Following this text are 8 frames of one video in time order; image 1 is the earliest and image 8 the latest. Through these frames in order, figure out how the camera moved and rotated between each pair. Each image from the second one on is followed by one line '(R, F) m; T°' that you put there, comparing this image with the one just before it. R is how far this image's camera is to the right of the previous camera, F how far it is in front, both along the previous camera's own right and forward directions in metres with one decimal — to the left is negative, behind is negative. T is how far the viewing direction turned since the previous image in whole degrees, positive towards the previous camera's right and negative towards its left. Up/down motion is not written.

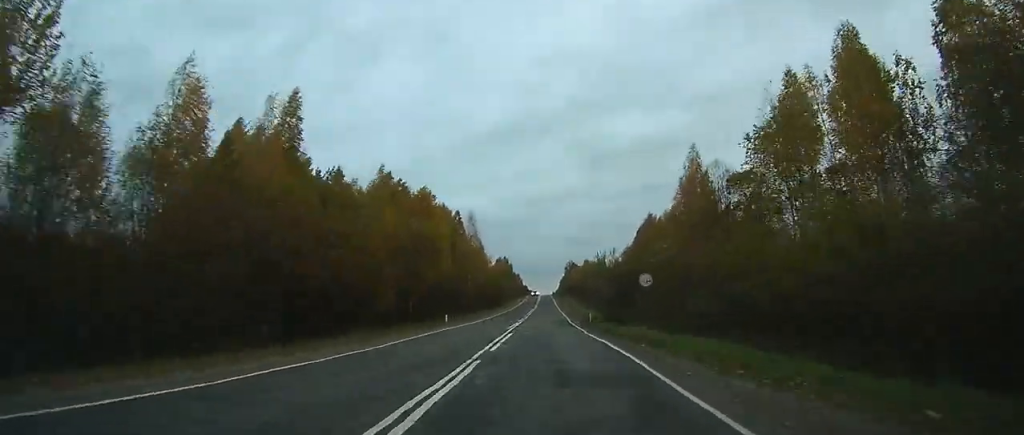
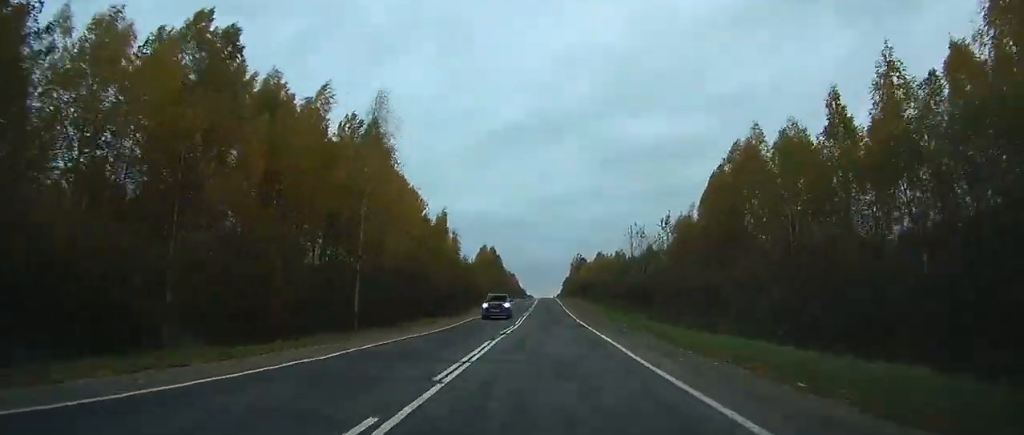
(0.0, +58.0) m; 0°
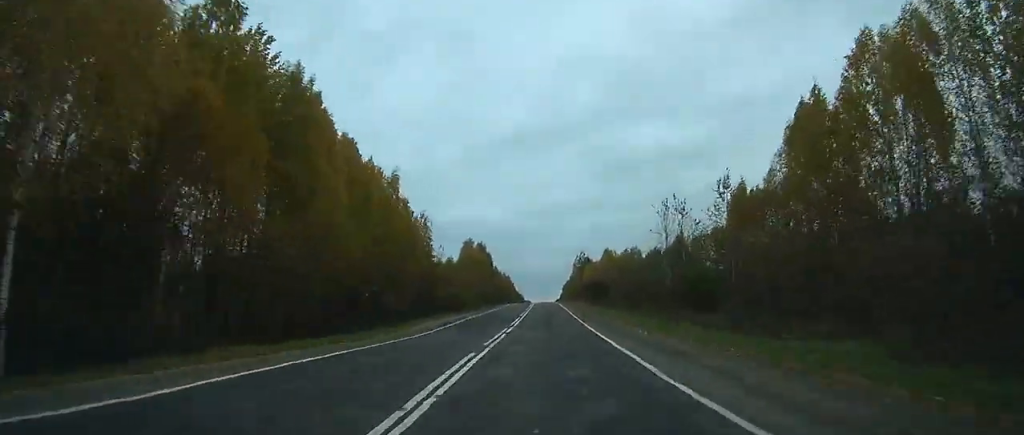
(+0.1, +28.1) m; 0°
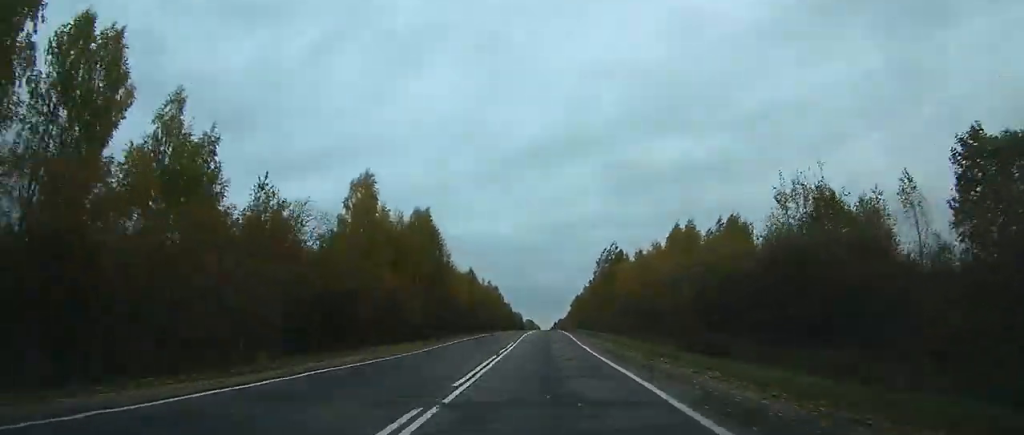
(-0.2, +75.2) m; 0°
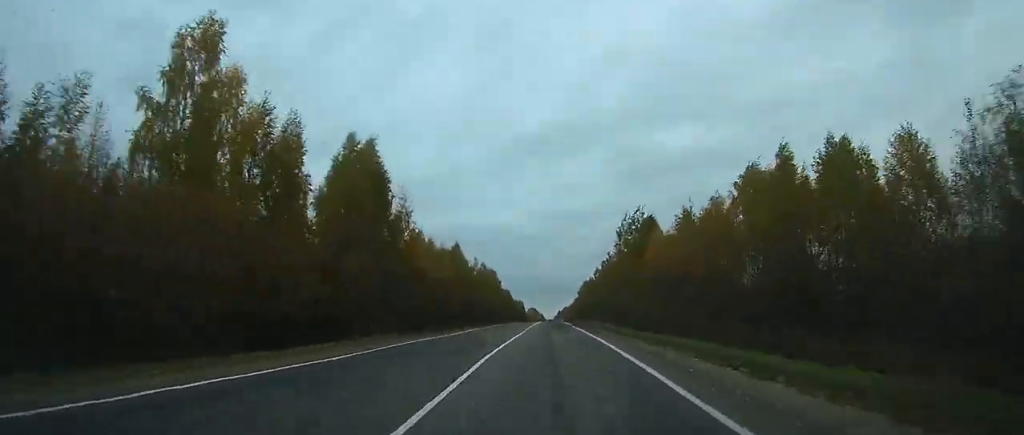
(0.0, +27.0) m; 0°
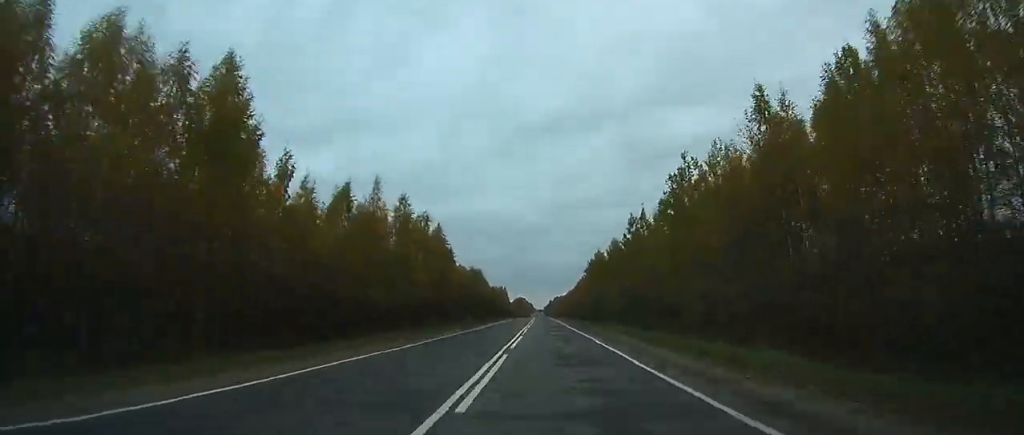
(+0.2, +82.8) m; 0°
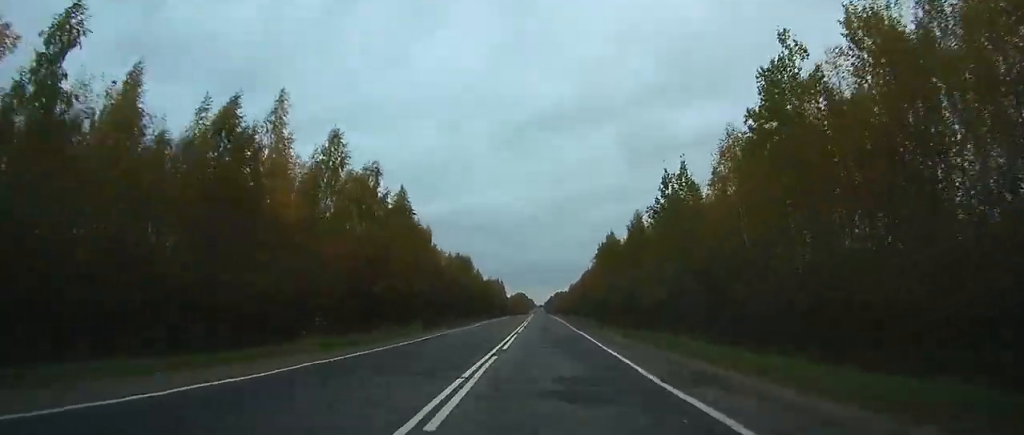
(+0.1, +26.0) m; 0°
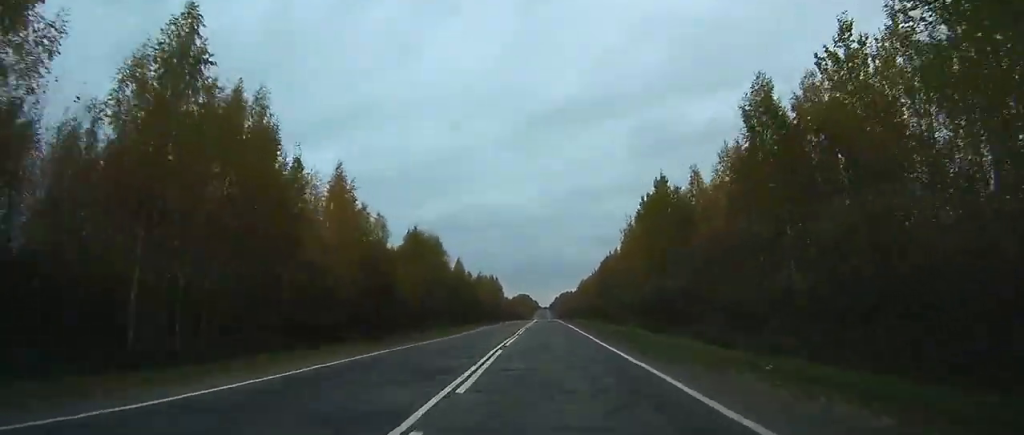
(0.0, +45.2) m; 0°
